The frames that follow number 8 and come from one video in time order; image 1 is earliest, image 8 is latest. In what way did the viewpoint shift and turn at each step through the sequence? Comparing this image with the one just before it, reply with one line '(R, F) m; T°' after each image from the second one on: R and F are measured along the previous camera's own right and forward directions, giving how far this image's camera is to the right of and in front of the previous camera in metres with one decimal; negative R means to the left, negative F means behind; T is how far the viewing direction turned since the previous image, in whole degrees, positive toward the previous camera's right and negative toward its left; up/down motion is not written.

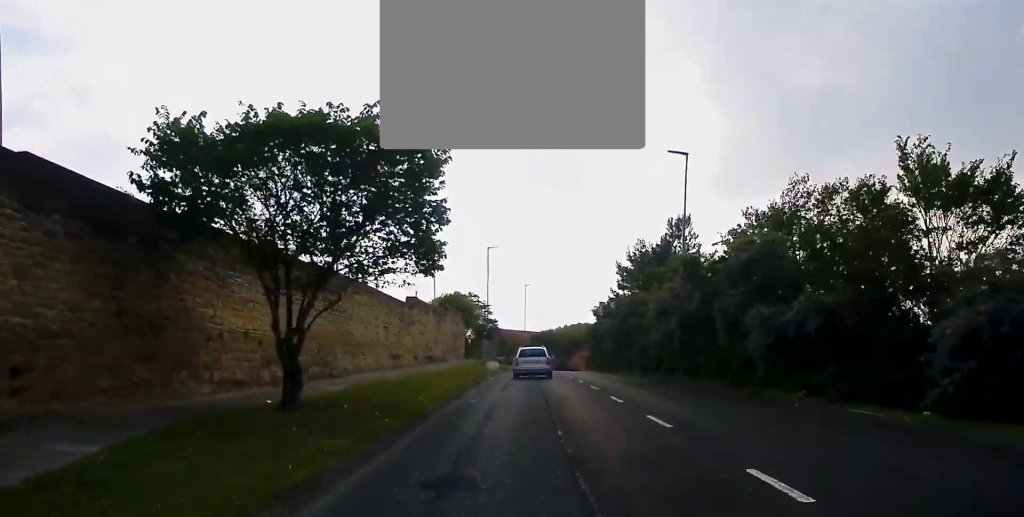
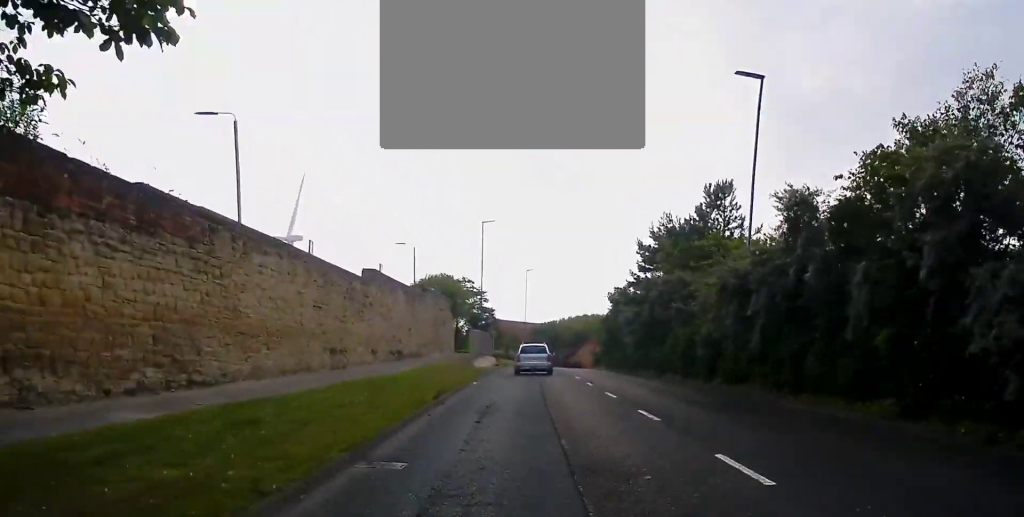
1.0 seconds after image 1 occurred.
(+0.1, +11.0) m; 0°
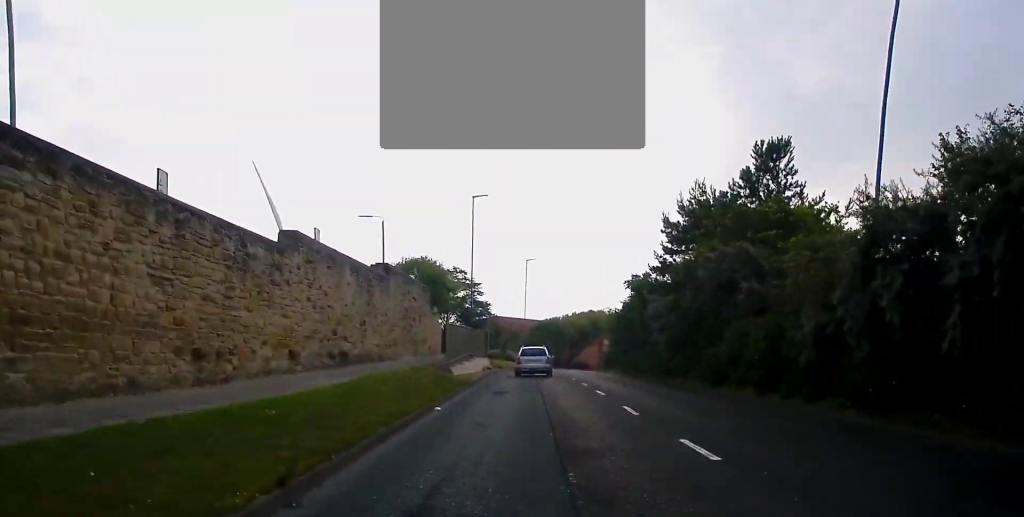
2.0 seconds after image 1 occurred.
(0.0, +10.1) m; 0°
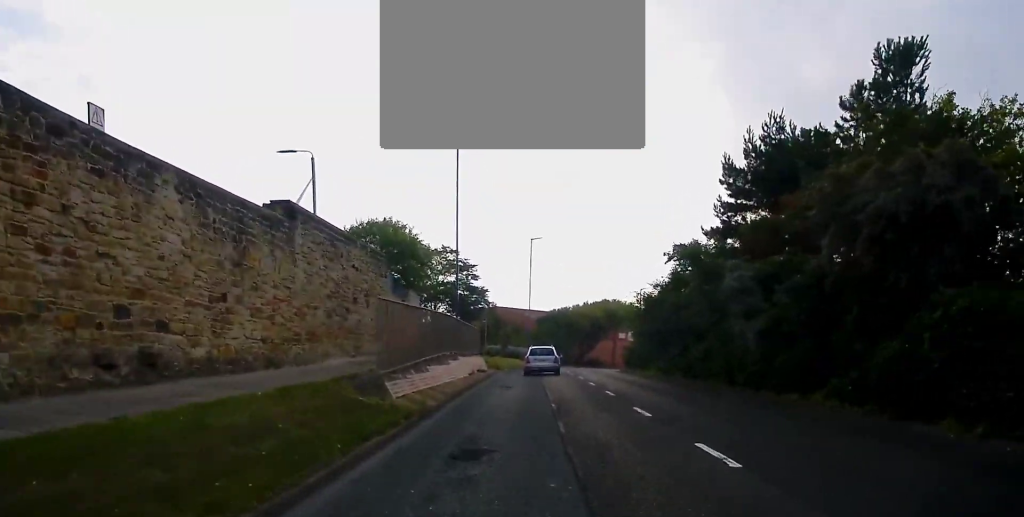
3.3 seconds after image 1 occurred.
(+0.1, +12.7) m; 0°
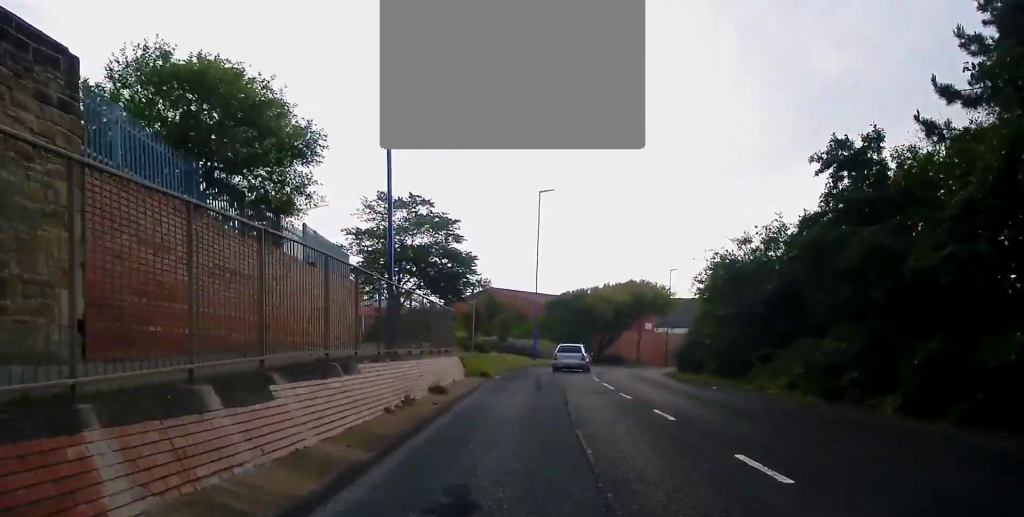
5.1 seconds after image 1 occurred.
(-0.1, +18.8) m; -1°
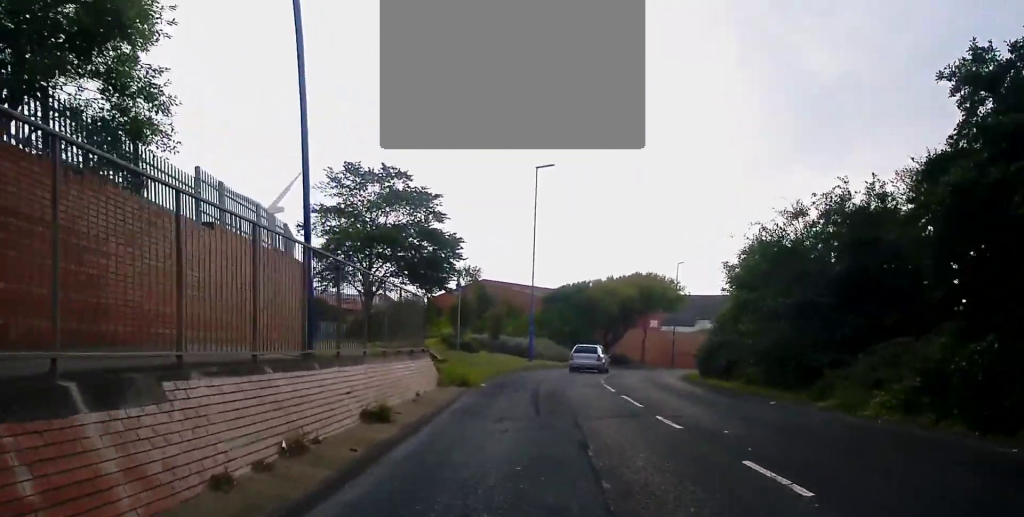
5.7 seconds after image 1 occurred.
(0.0, +6.5) m; -1°
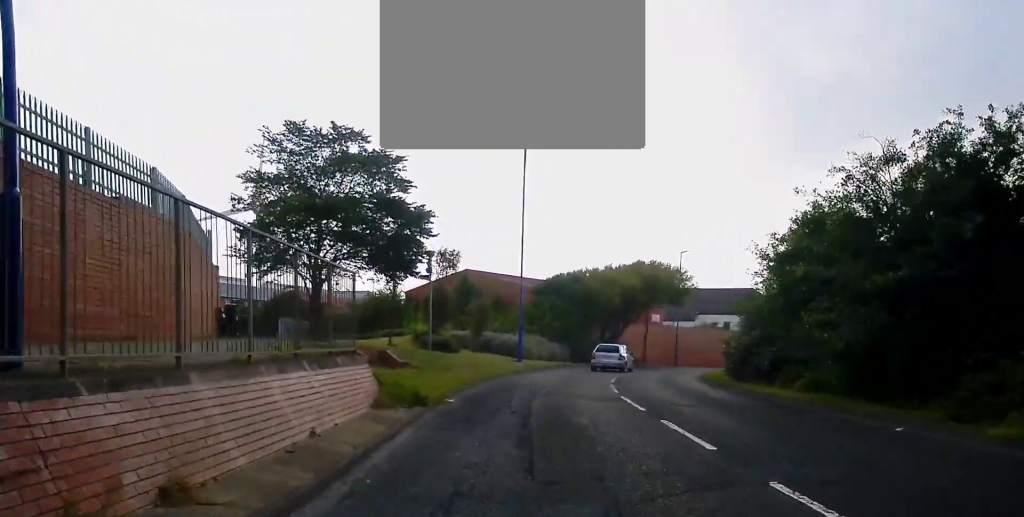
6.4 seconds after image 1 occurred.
(0.0, +6.9) m; -1°
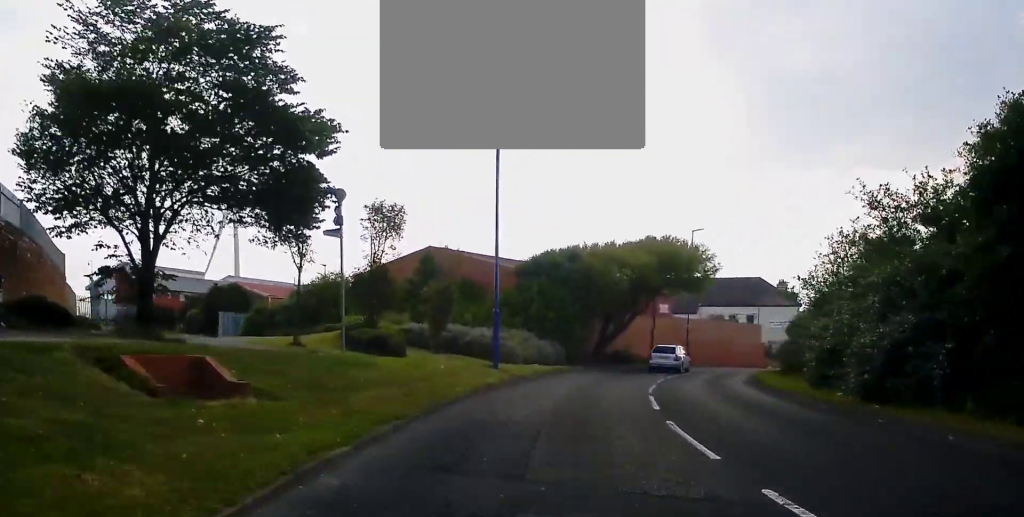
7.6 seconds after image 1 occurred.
(-0.1, +11.7) m; +2°
